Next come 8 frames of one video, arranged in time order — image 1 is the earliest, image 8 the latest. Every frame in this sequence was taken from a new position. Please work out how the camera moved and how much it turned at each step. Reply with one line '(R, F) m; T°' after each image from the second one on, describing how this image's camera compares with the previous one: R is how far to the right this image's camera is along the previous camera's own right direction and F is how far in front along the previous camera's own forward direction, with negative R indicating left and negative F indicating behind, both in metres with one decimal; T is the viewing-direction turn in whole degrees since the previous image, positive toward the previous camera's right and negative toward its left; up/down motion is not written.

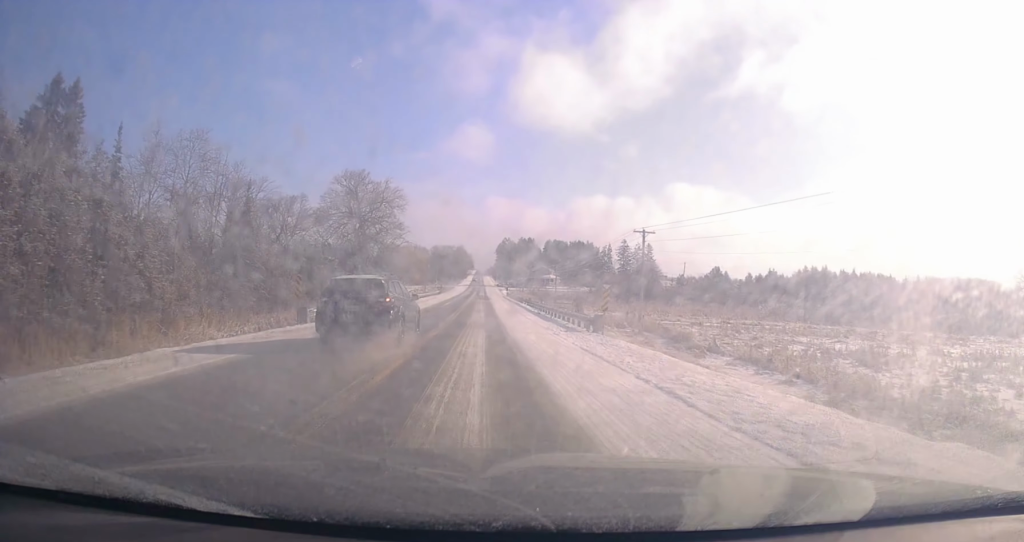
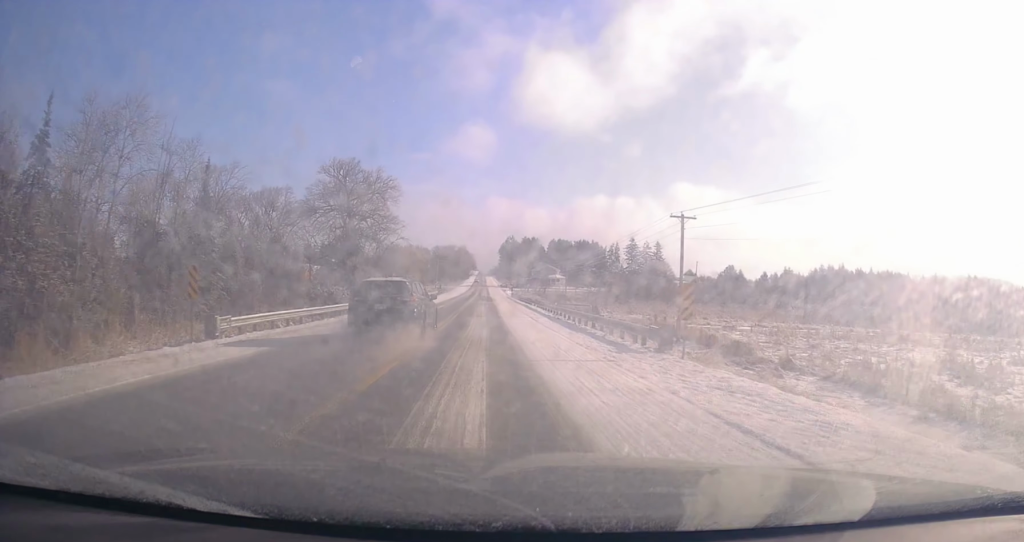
(-0.2, +9.8) m; 0°
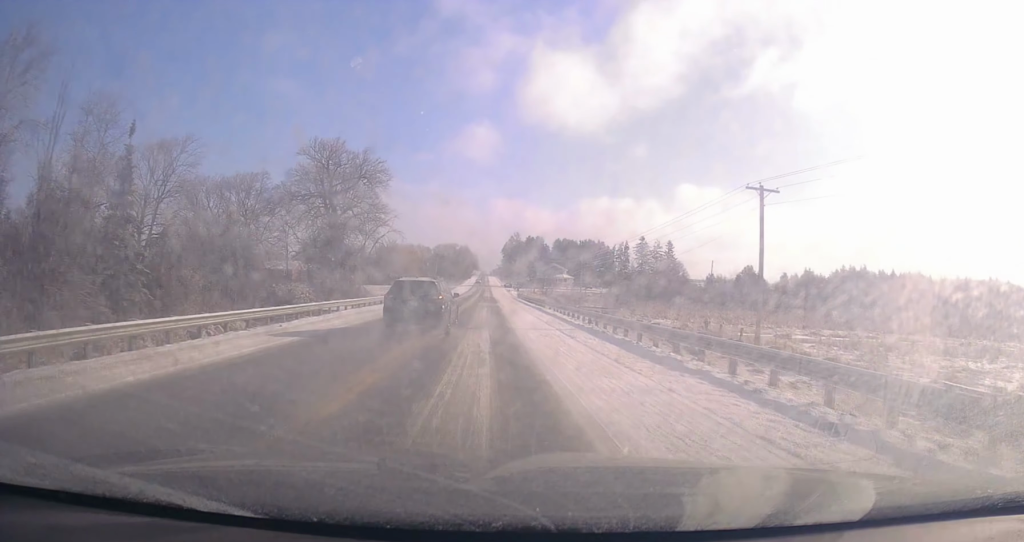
(-0.2, +12.3) m; 0°
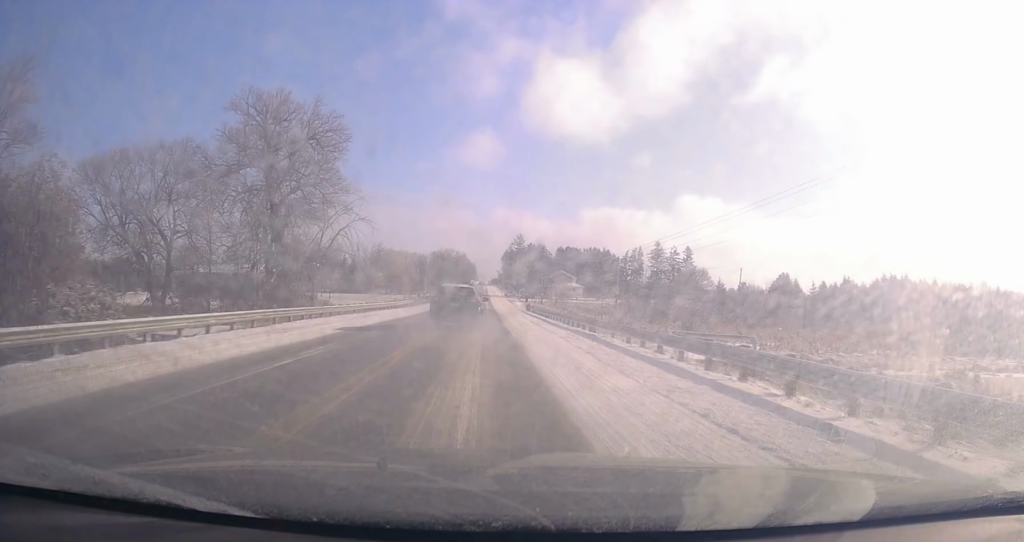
(+0.2, +23.6) m; +1°
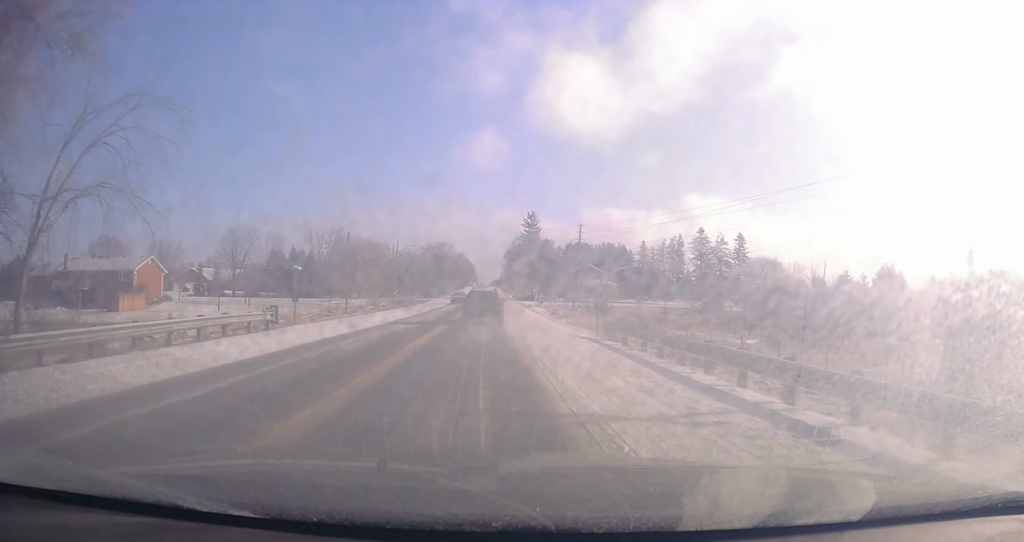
(-0.2, +46.0) m; 0°
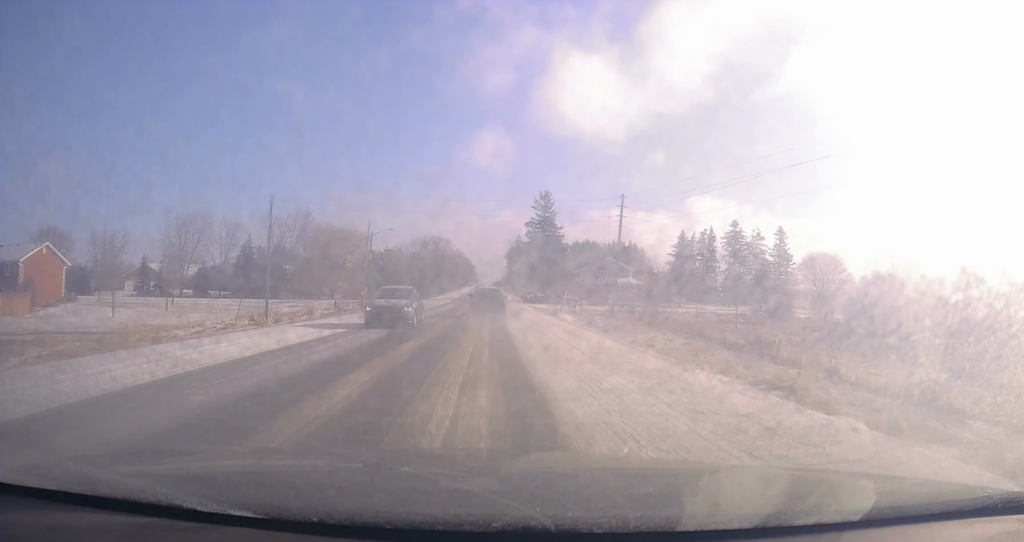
(+0.6, +23.9) m; 0°
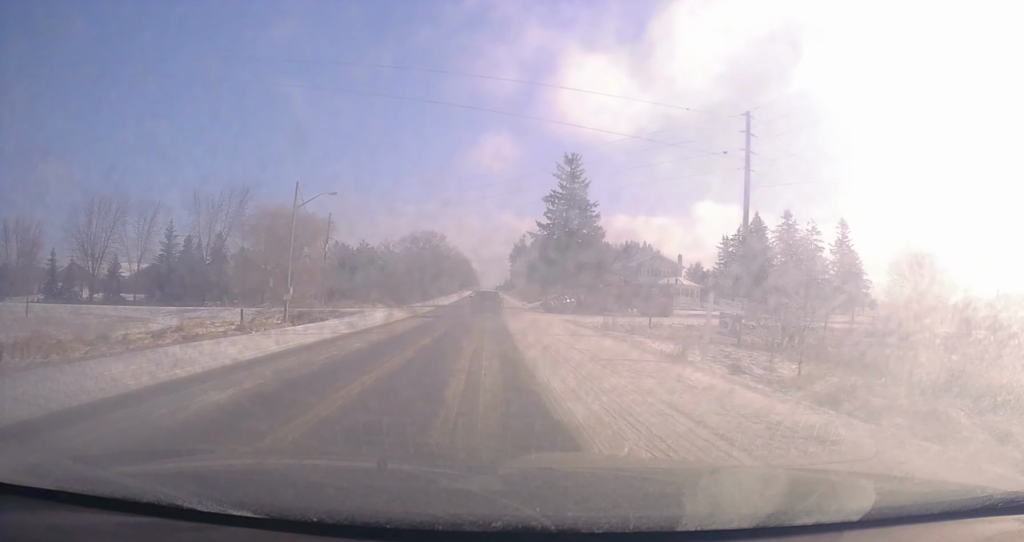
(-0.8, +28.9) m; -1°
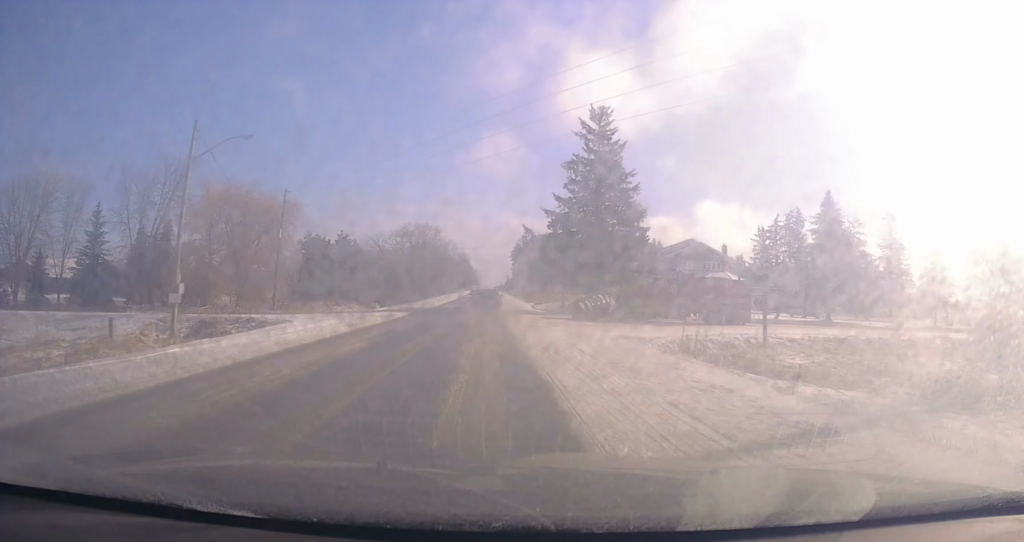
(+0.1, +16.5) m; +1°
